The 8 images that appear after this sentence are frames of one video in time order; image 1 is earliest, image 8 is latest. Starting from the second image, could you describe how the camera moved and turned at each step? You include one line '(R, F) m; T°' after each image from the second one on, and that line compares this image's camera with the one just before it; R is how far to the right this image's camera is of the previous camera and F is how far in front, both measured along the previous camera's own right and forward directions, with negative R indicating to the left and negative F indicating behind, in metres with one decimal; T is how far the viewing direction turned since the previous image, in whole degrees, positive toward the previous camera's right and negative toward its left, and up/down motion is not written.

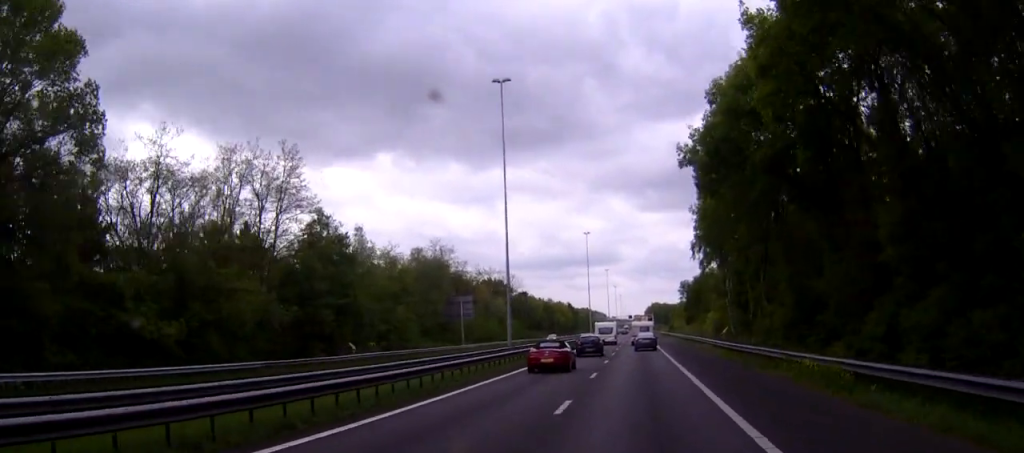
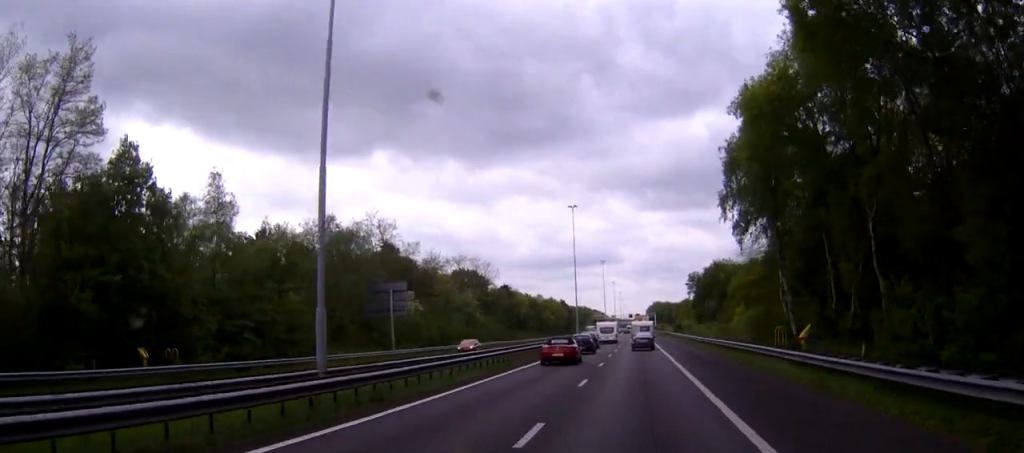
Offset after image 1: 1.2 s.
(-0.4, +27.4) m; -3°
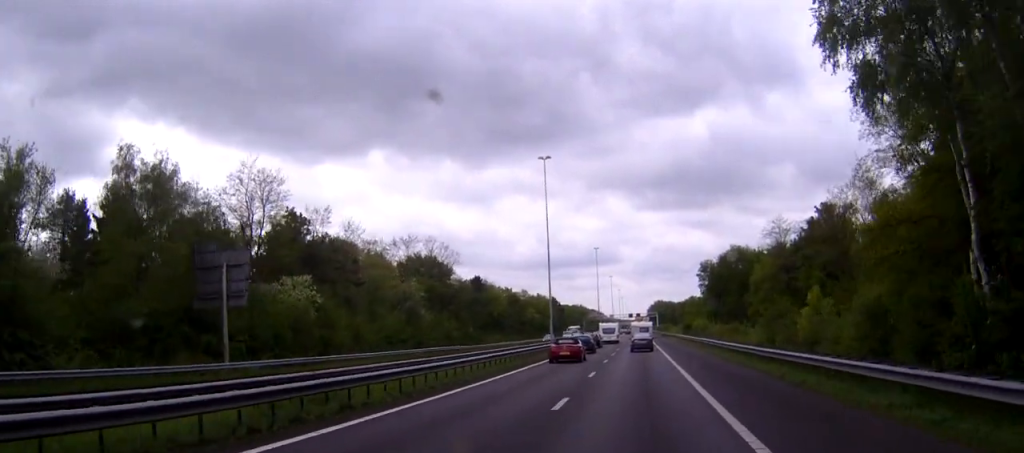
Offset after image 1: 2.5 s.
(-0.9, +29.2) m; -1°
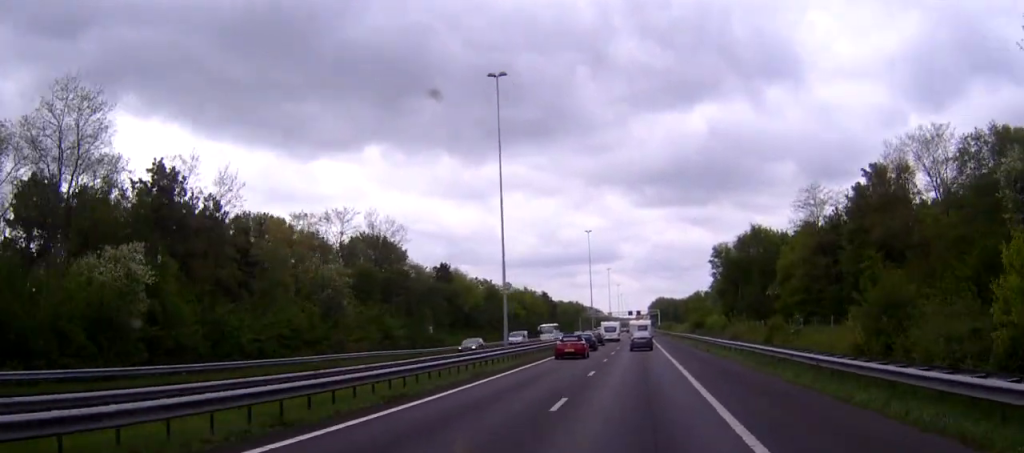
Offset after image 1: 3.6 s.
(+0.2, +23.5) m; +1°
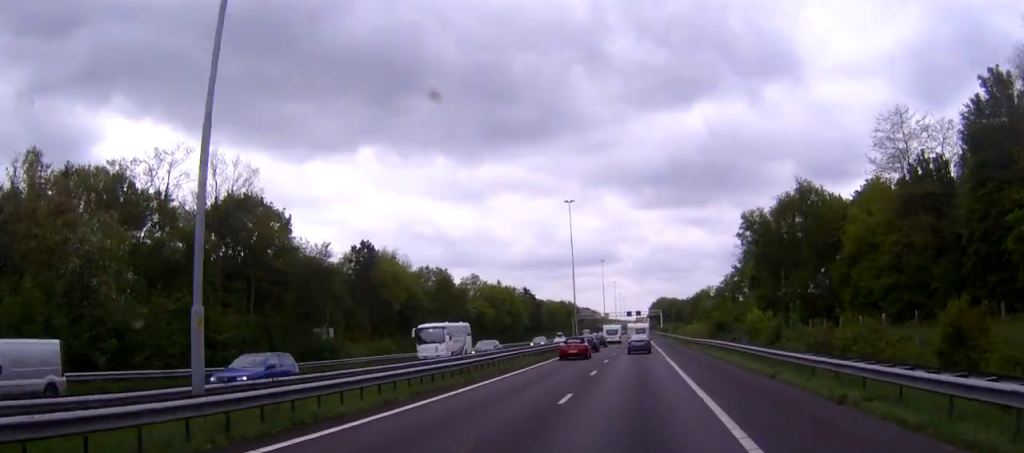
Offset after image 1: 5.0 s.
(-0.1, +32.8) m; -1°
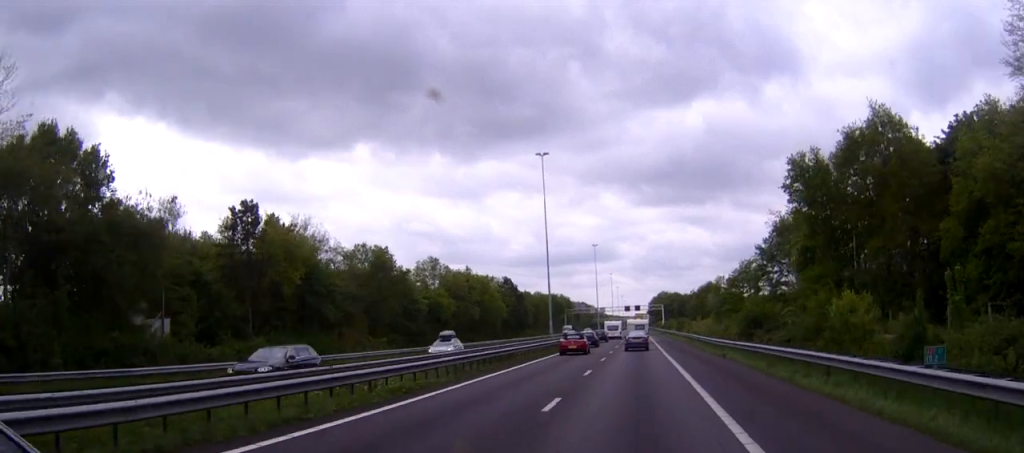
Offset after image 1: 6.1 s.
(0.0, +25.8) m; 0°
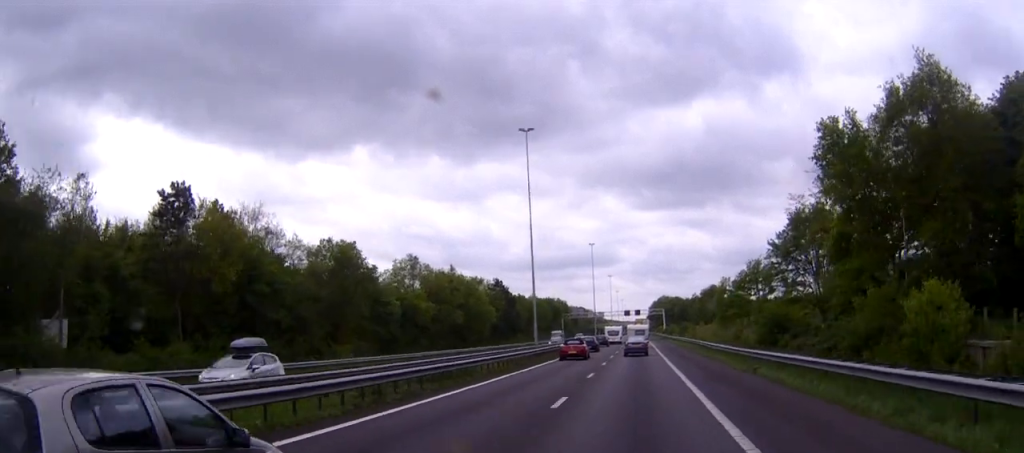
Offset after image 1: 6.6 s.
(0.0, +9.9) m; 0°
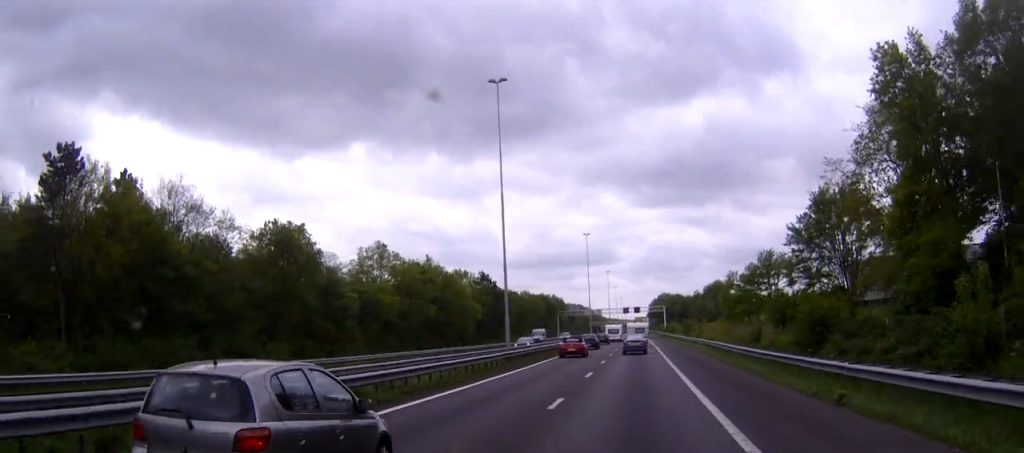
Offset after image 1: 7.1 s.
(0.0, +12.2) m; 0°
